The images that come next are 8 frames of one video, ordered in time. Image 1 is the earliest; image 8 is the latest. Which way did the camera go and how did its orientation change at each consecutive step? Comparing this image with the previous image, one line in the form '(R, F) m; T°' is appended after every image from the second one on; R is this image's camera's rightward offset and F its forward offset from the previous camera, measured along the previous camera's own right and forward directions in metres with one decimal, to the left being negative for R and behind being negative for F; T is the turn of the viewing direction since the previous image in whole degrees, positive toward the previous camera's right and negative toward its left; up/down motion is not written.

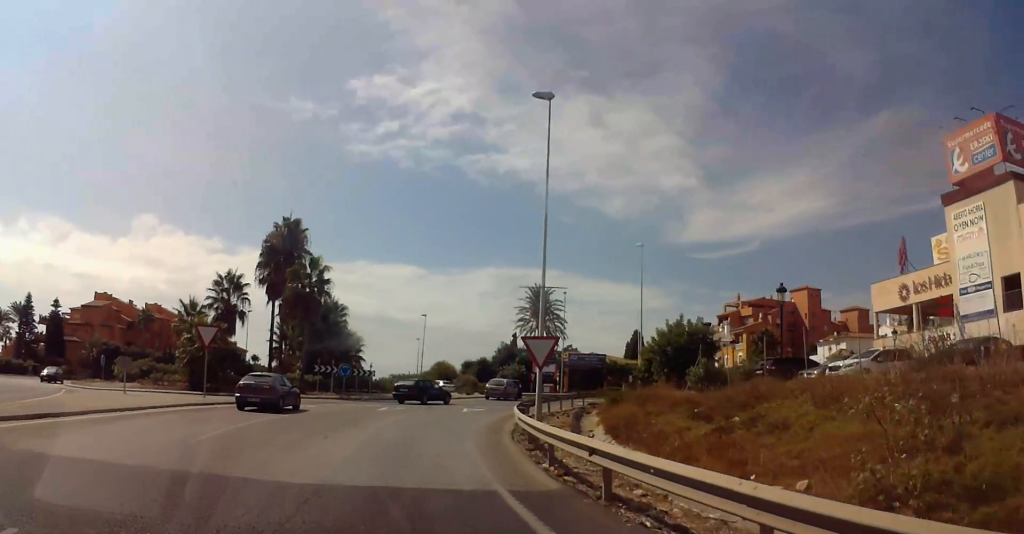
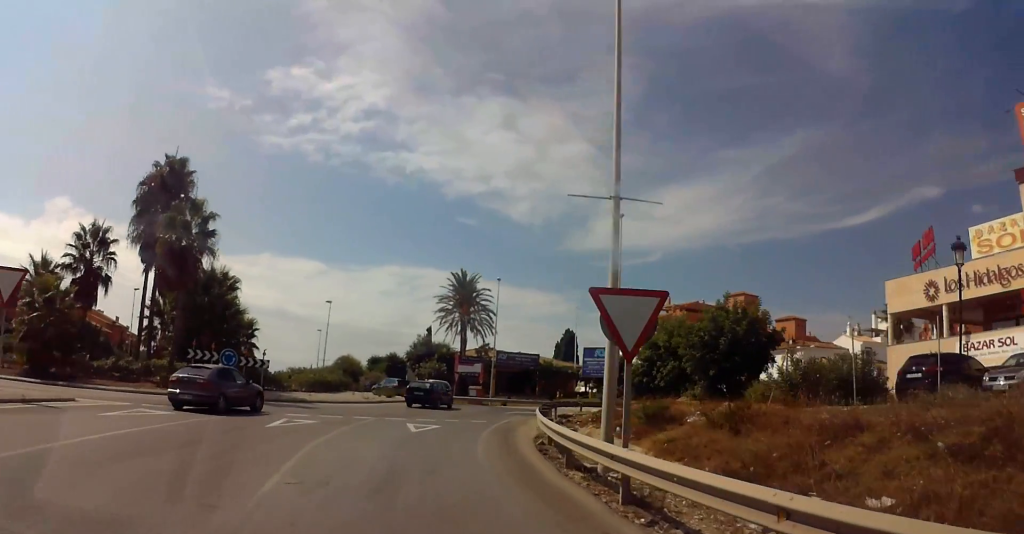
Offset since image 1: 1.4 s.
(+0.2, +13.1) m; +2°
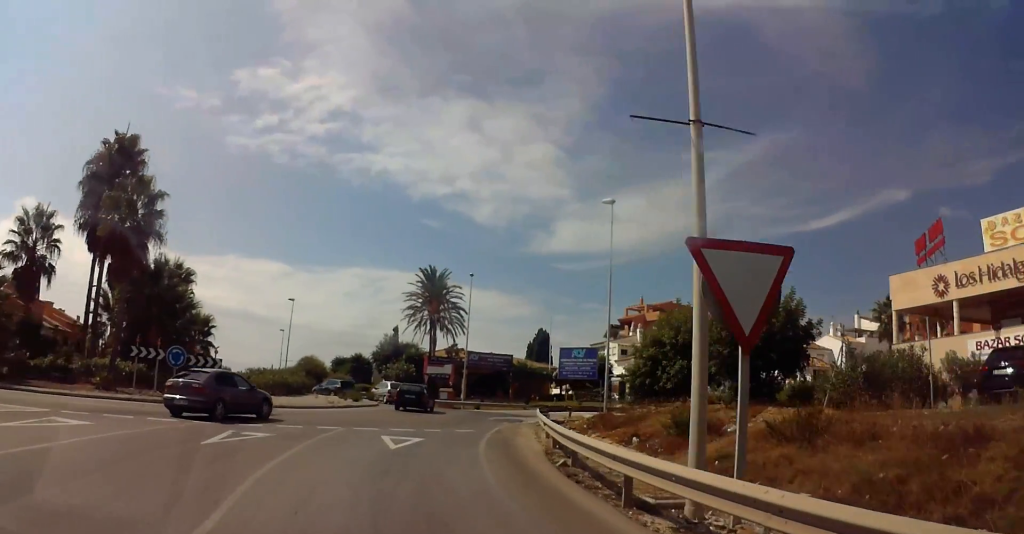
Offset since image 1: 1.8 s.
(0.0, +3.8) m; 0°
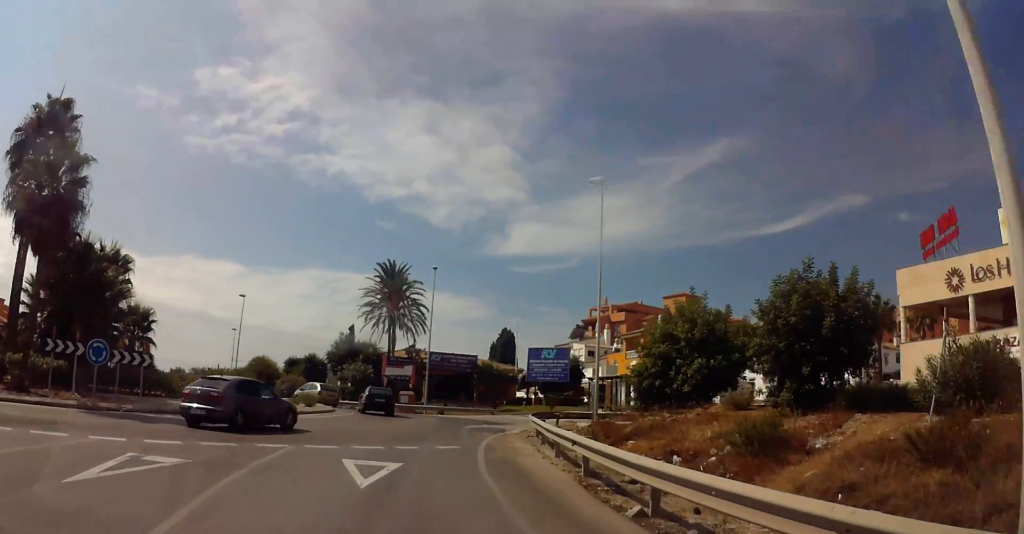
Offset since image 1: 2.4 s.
(+0.1, +5.2) m; 0°
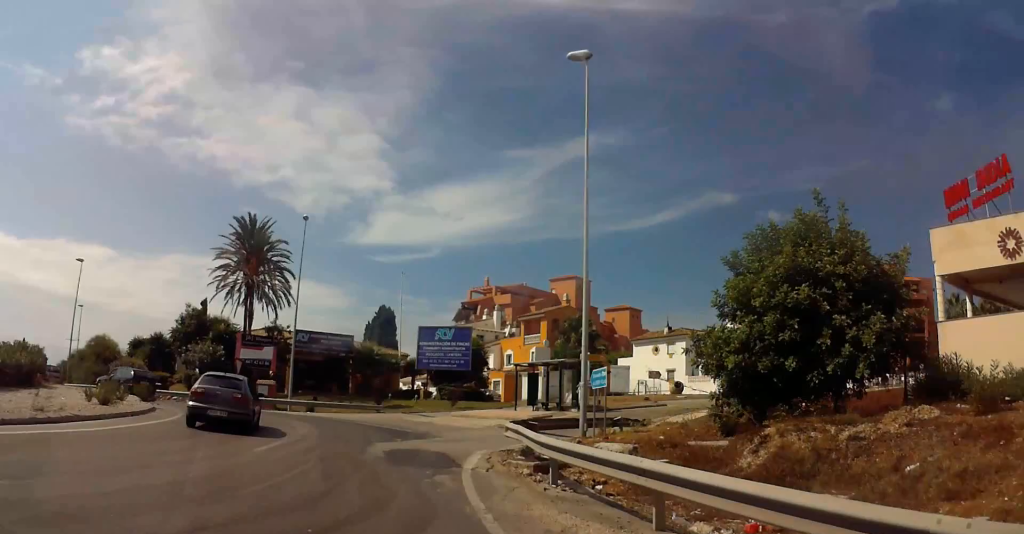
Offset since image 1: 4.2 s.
(+5.0, +12.3) m; +45°
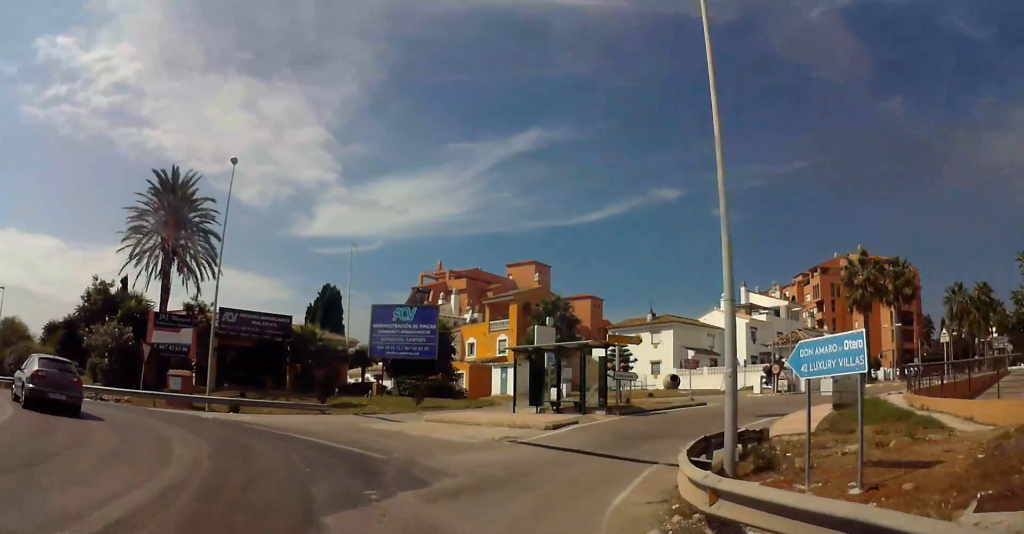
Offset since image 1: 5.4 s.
(+1.1, +10.9) m; +5°
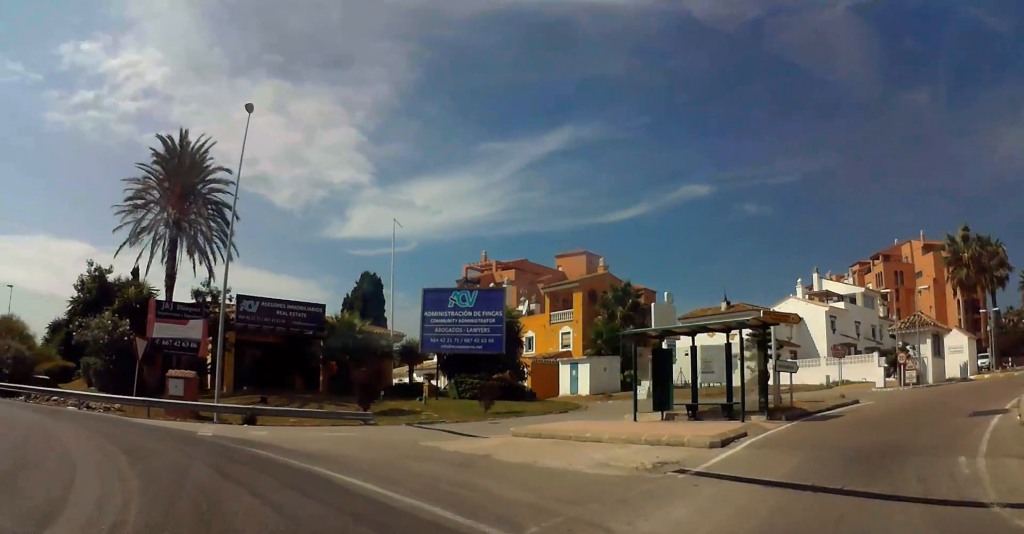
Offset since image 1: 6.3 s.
(+0.1, +7.3) m; -12°
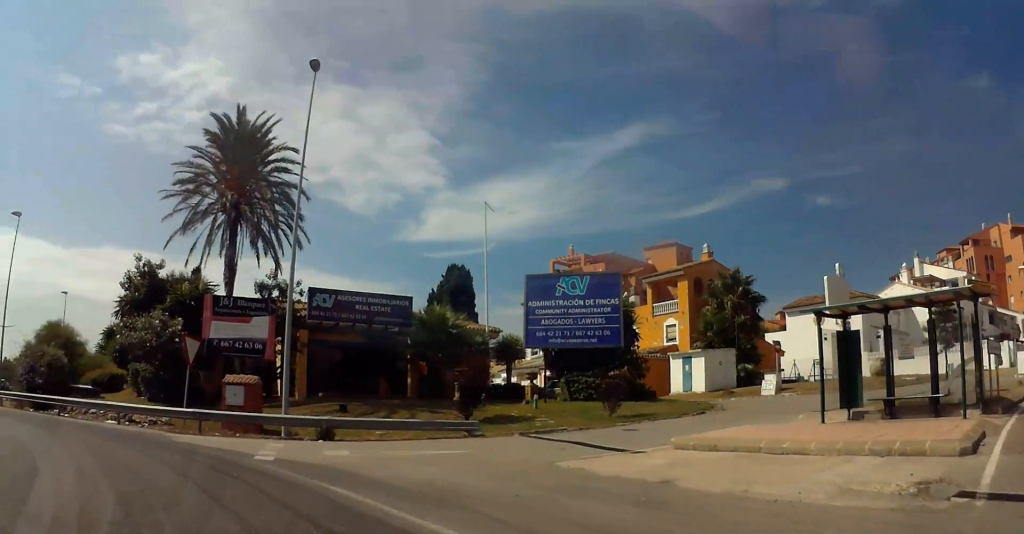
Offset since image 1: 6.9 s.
(-1.0, +3.8) m; -23°
